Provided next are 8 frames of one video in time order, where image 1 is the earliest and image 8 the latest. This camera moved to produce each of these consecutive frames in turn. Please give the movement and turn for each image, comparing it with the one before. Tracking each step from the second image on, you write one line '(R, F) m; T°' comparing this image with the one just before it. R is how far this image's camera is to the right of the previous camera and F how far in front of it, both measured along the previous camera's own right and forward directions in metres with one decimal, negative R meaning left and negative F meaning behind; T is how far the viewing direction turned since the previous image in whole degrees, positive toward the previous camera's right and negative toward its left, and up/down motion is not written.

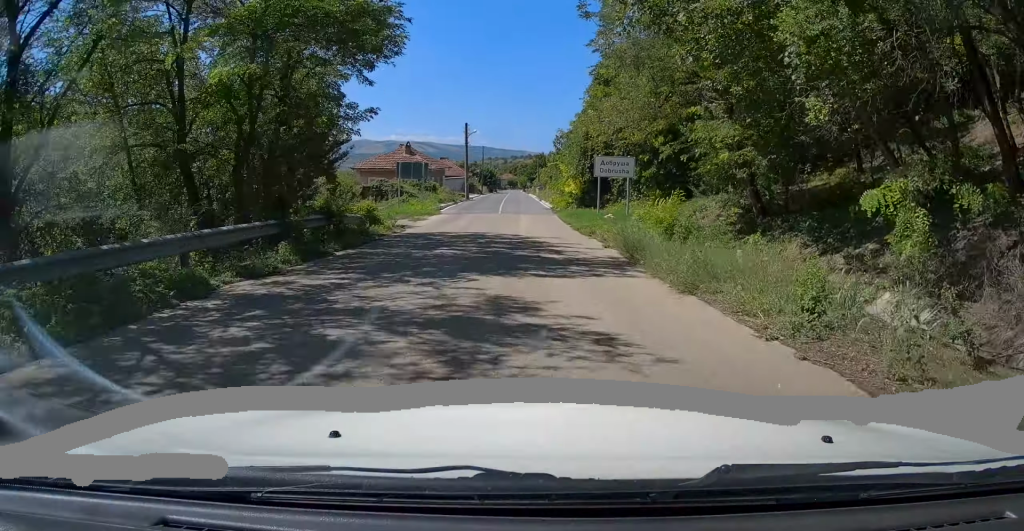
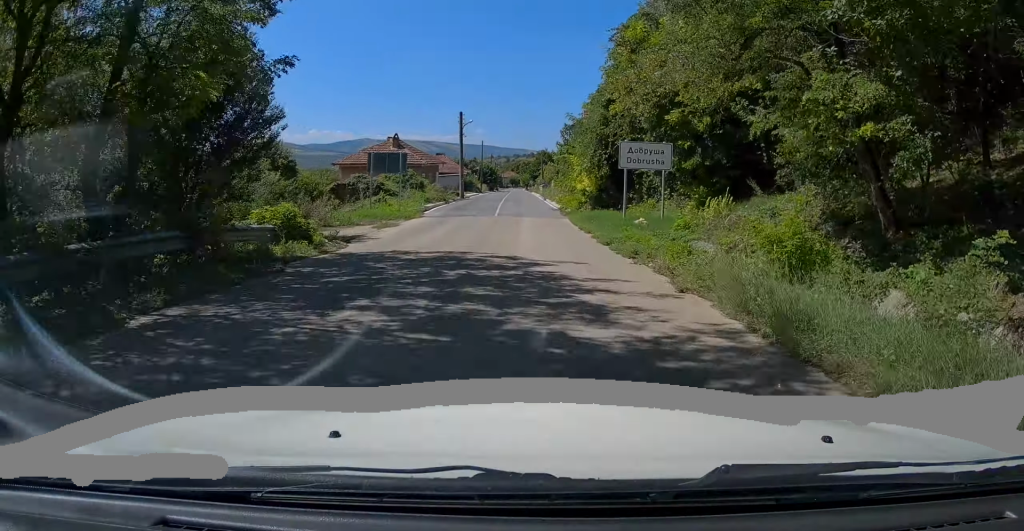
(0.0, +6.9) m; 0°
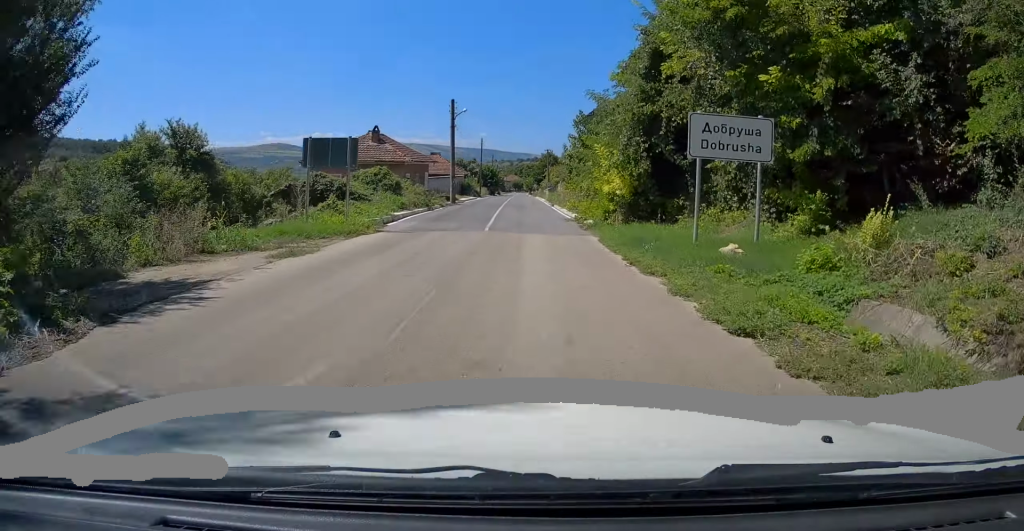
(+0.4, +8.8) m; -1°
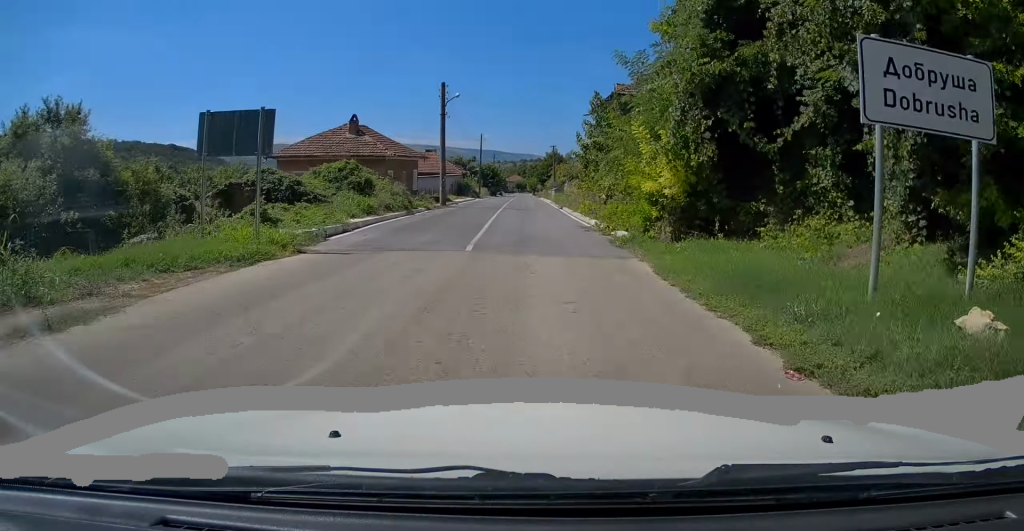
(-0.3, +6.7) m; 0°
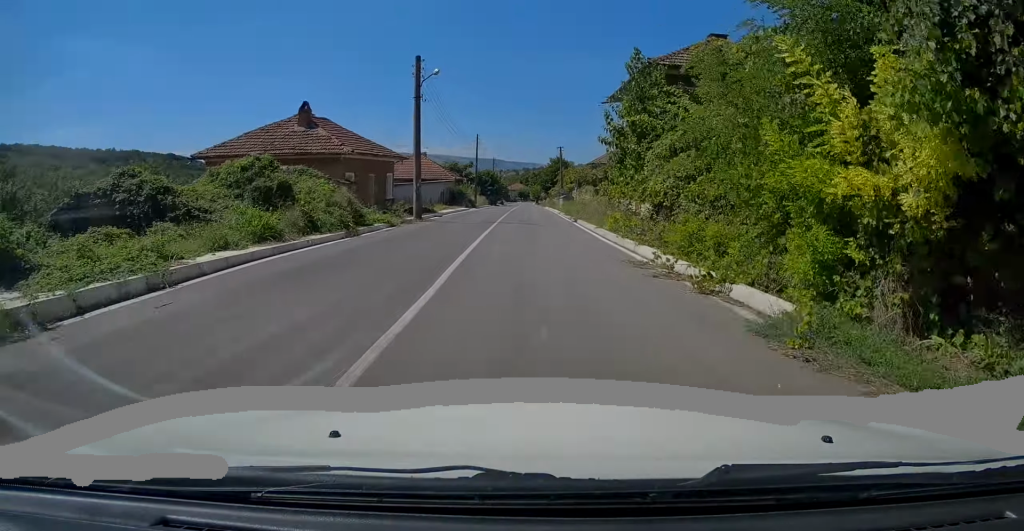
(-0.4, +9.1) m; 0°
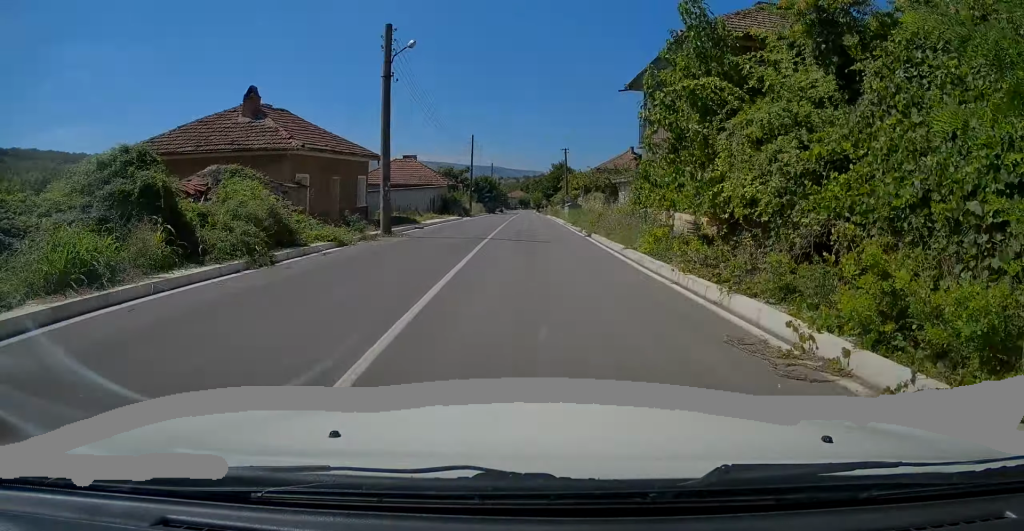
(+0.4, +6.1) m; 0°
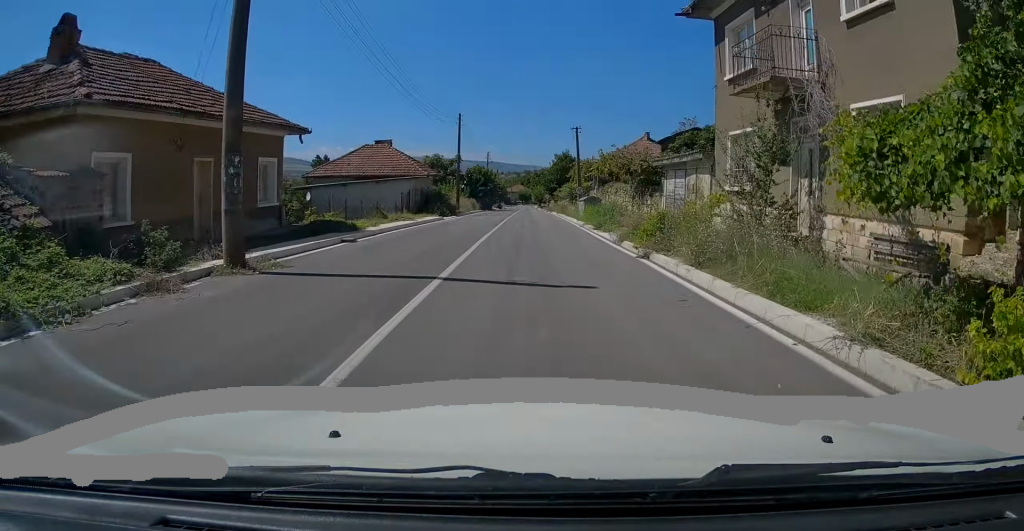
(-0.1, +10.9) m; -1°
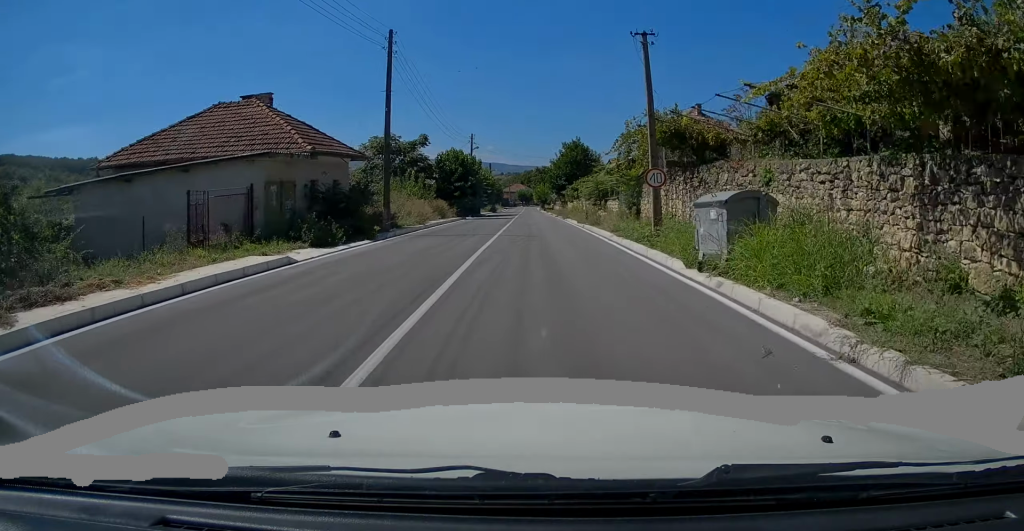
(-0.3, +23.2) m; -2°
